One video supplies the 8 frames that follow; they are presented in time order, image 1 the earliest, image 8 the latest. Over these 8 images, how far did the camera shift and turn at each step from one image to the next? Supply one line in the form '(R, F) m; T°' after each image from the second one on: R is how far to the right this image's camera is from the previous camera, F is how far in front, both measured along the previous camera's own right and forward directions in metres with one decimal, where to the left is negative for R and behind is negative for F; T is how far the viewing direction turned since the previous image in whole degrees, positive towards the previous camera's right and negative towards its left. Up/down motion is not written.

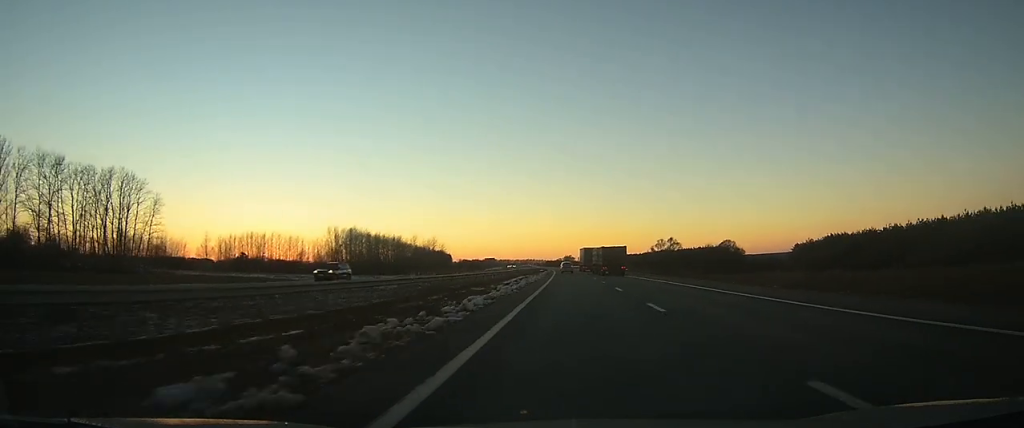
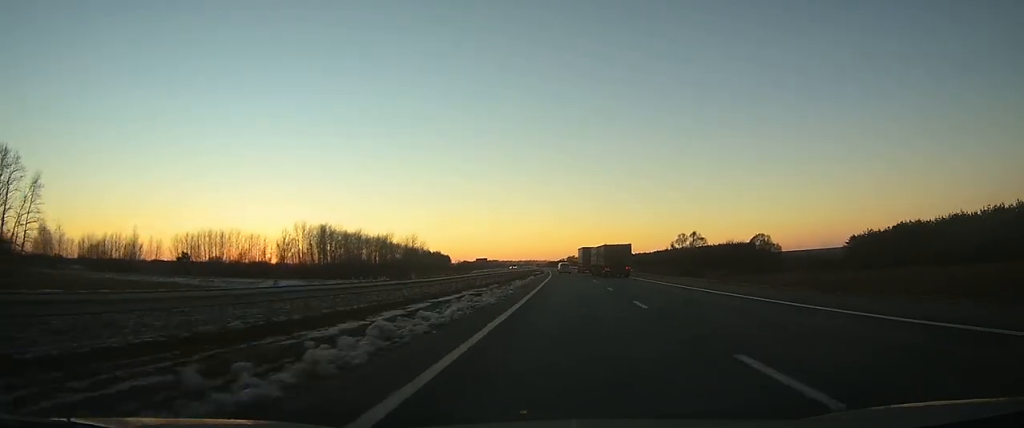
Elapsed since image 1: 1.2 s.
(0.0, +32.1) m; 0°
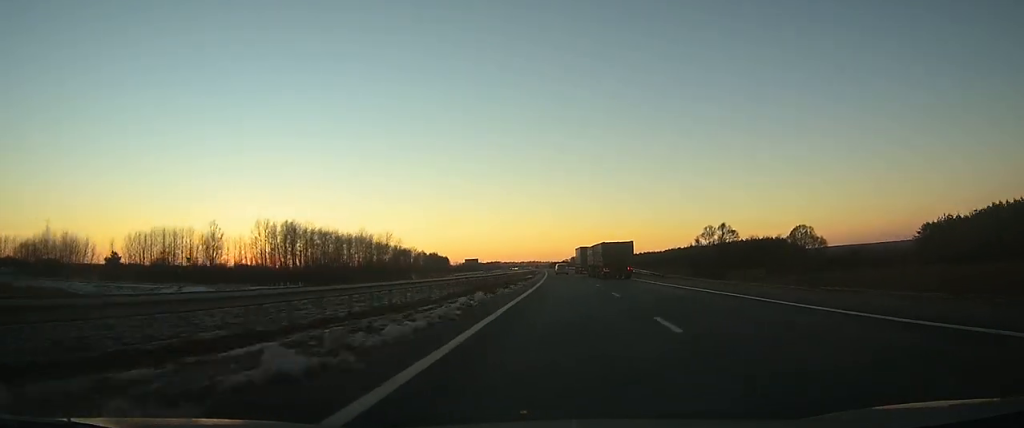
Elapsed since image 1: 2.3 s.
(-0.1, +30.6) m; 0°
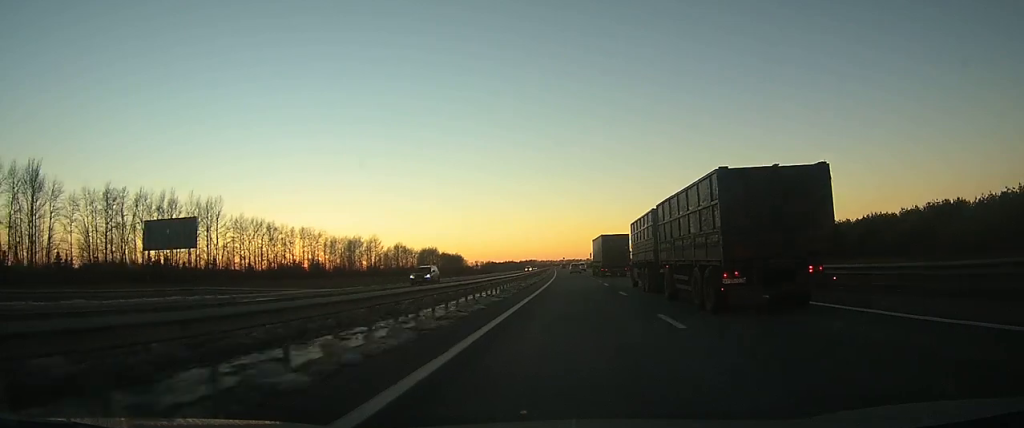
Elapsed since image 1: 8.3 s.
(-6.0, +167.3) m; -4°
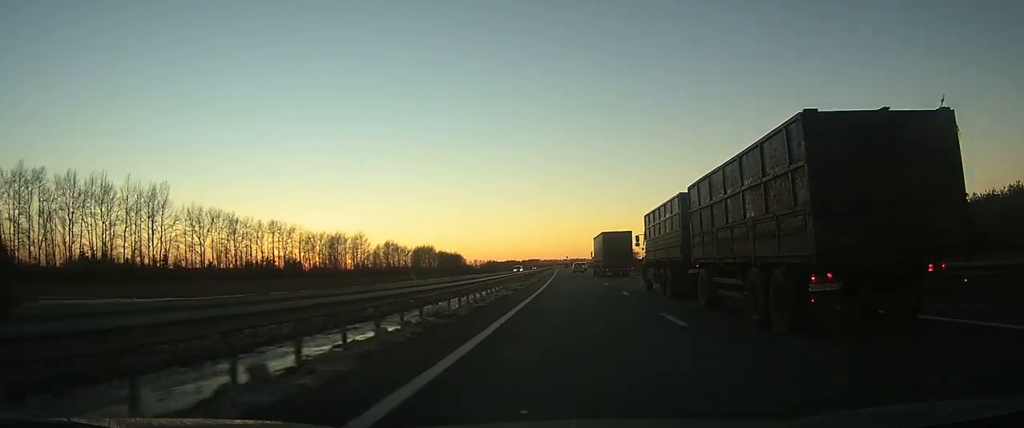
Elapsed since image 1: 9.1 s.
(-0.1, +22.8) m; 0°
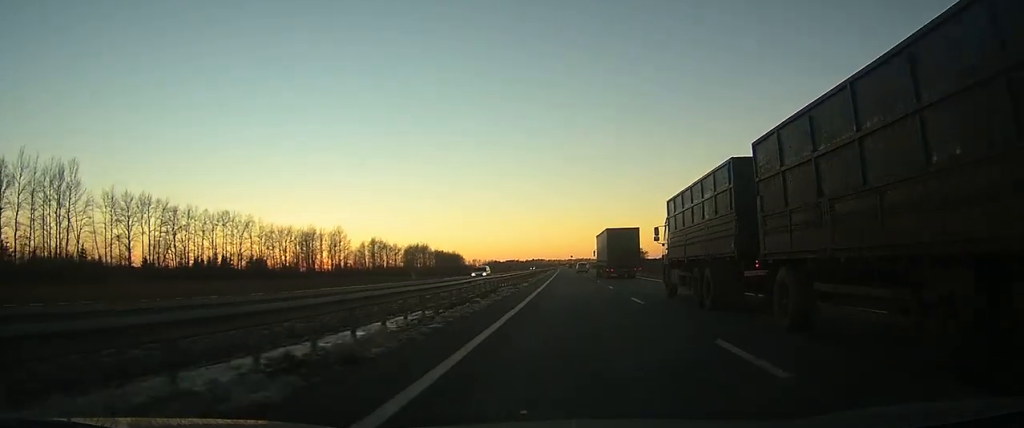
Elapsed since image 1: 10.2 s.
(-0.2, +28.0) m; 0°
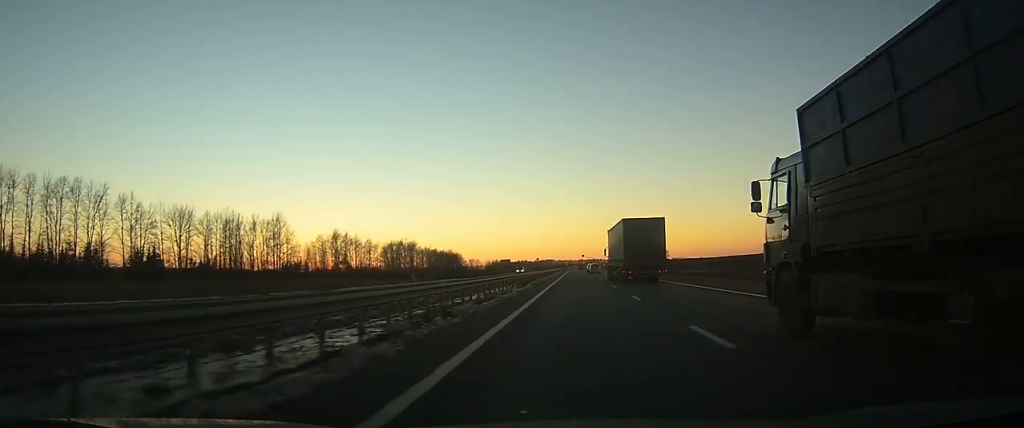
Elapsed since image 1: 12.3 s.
(-0.4, +56.7) m; -1°
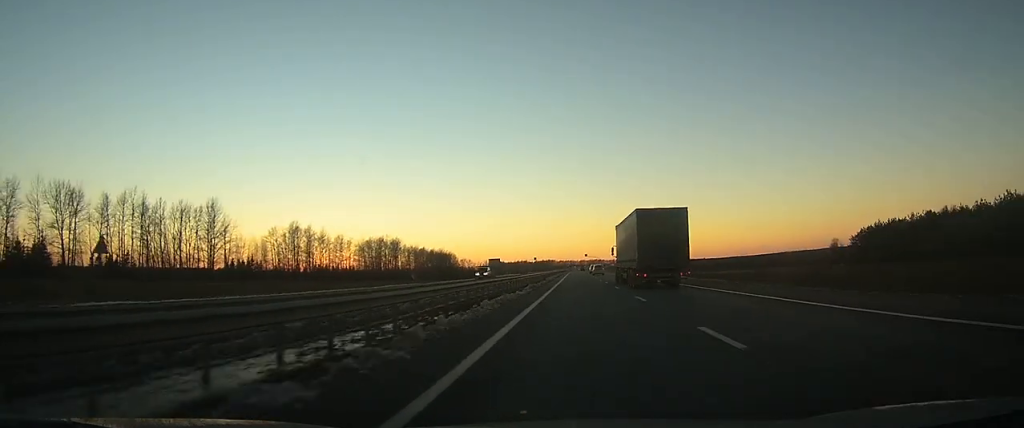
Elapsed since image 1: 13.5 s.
(-0.1, +36.6) m; 0°
